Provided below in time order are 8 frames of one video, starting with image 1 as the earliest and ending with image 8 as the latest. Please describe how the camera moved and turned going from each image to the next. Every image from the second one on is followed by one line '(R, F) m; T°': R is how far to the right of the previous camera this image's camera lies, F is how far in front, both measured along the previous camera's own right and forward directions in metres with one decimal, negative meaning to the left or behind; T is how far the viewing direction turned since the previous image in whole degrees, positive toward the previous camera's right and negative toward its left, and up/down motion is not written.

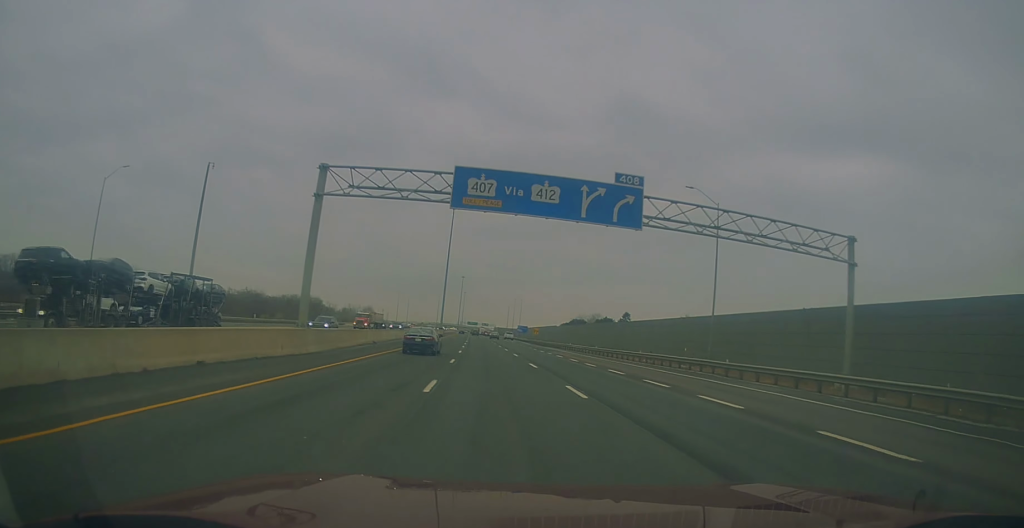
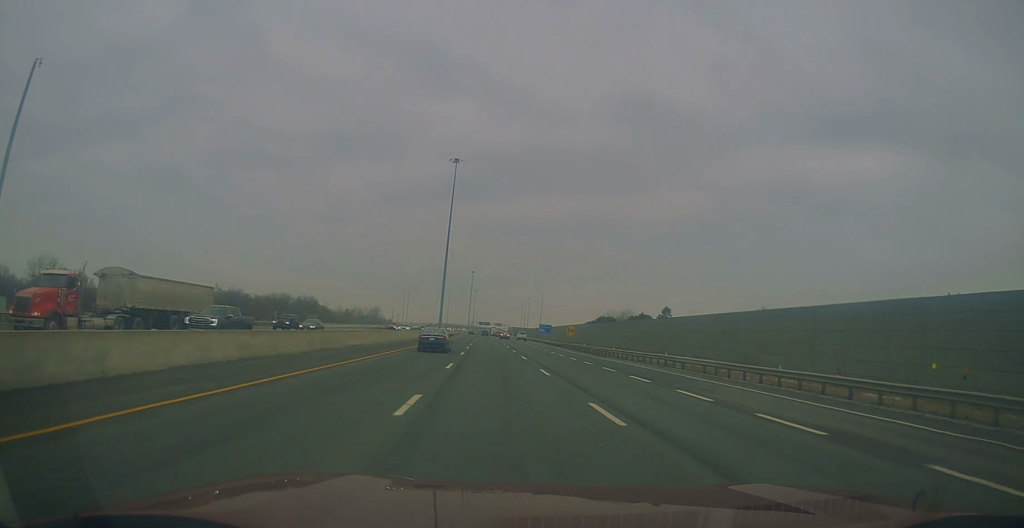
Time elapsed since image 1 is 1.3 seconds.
(-0.2, +40.5) m; -1°
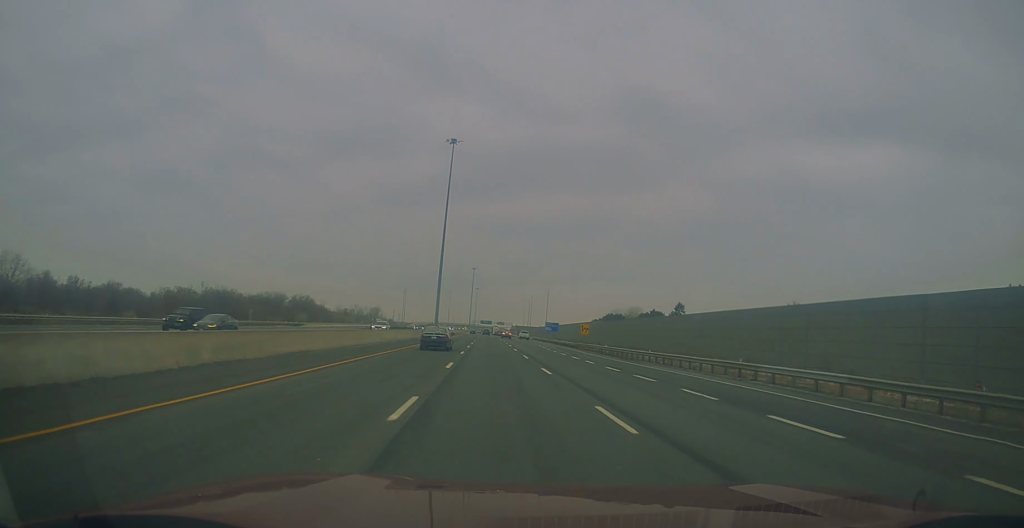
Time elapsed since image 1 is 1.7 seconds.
(-0.2, +12.8) m; 0°
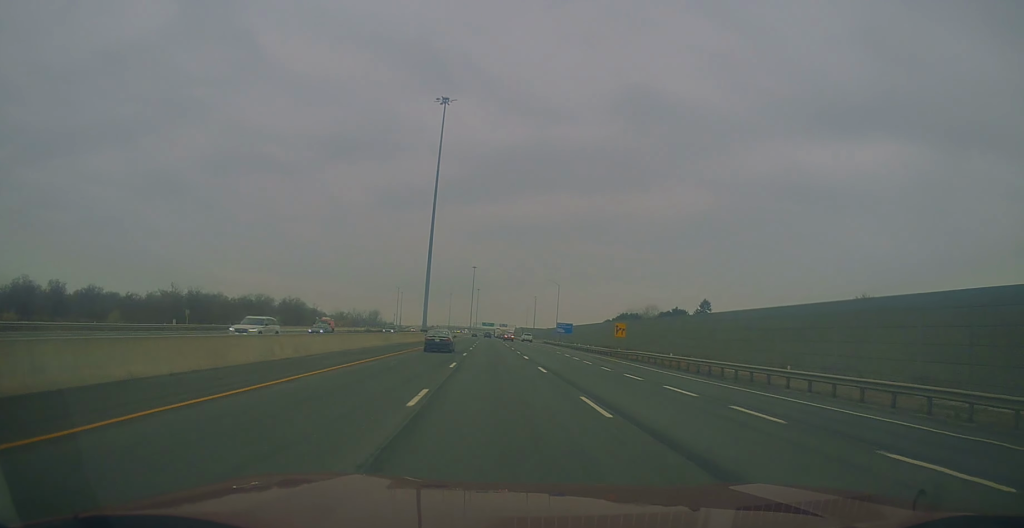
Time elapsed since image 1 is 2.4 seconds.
(-0.2, +22.4) m; 0°
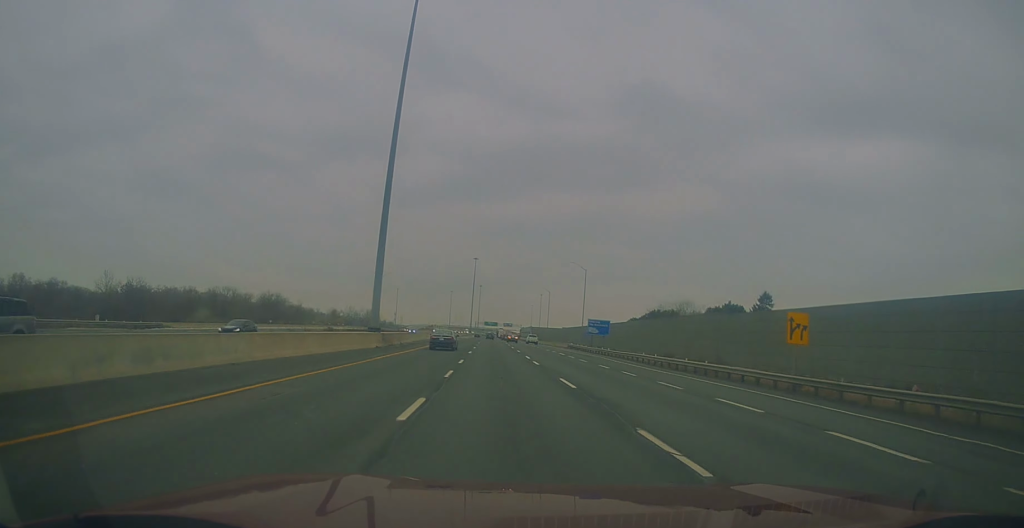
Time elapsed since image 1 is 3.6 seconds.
(+0.2, +38.2) m; -1°
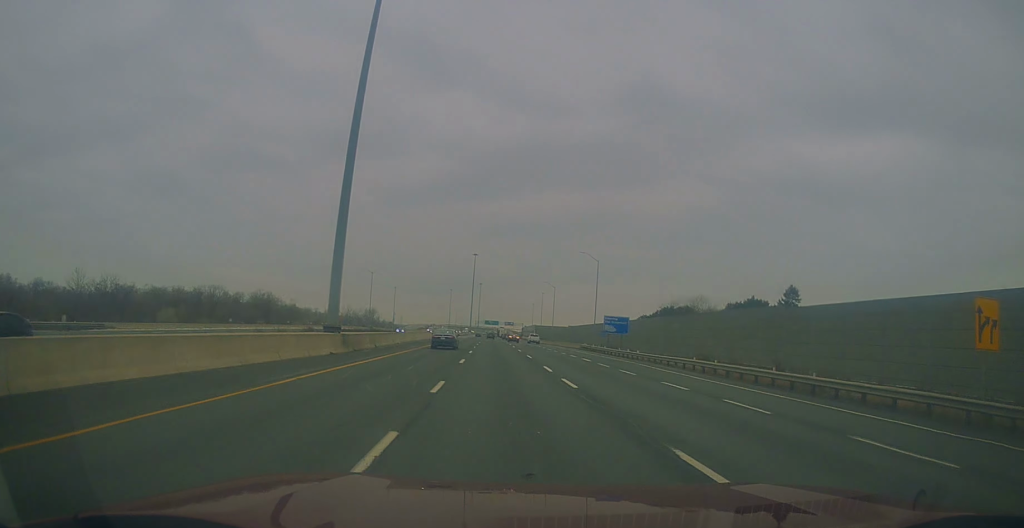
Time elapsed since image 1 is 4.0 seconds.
(-0.2, +12.7) m; 0°
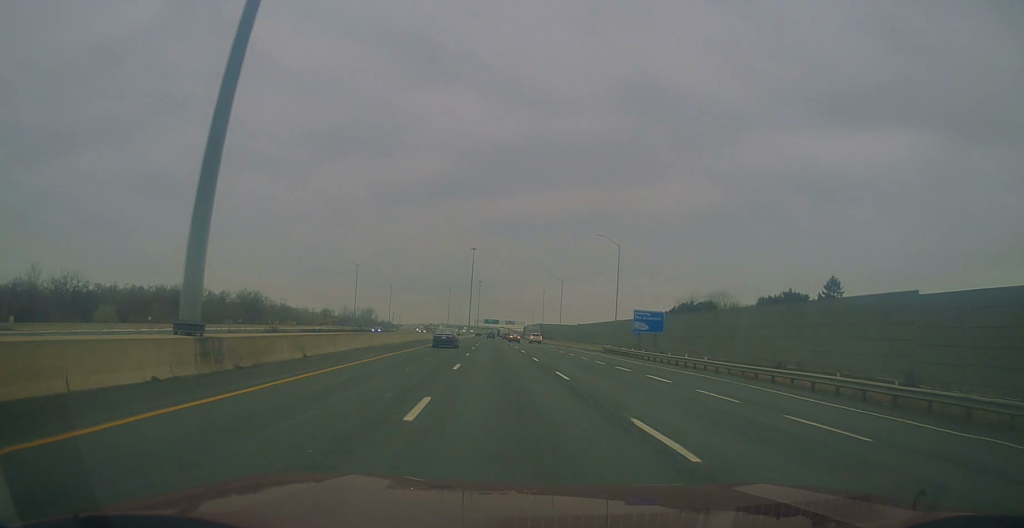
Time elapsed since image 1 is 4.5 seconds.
(-0.1, +16.9) m; 0°
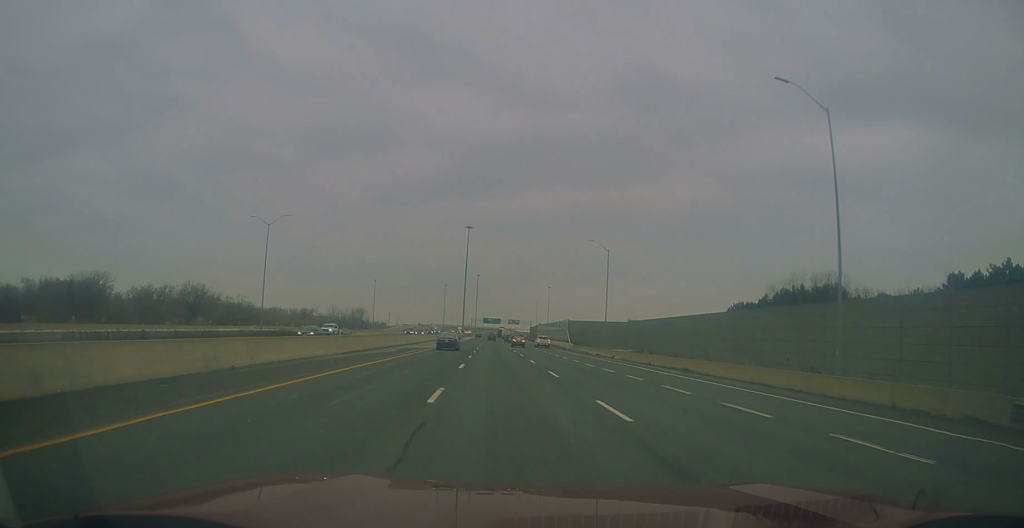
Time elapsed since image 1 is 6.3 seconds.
(+0.1, +56.1) m; 0°
